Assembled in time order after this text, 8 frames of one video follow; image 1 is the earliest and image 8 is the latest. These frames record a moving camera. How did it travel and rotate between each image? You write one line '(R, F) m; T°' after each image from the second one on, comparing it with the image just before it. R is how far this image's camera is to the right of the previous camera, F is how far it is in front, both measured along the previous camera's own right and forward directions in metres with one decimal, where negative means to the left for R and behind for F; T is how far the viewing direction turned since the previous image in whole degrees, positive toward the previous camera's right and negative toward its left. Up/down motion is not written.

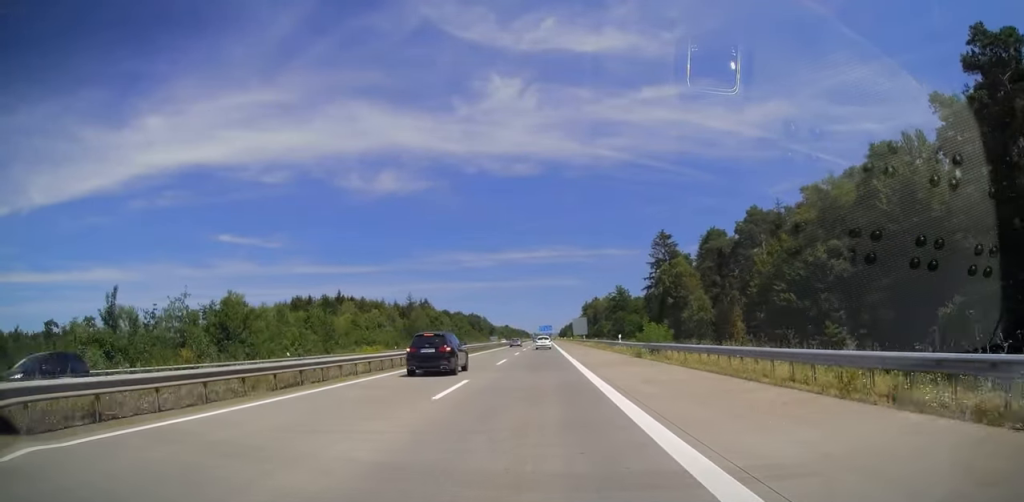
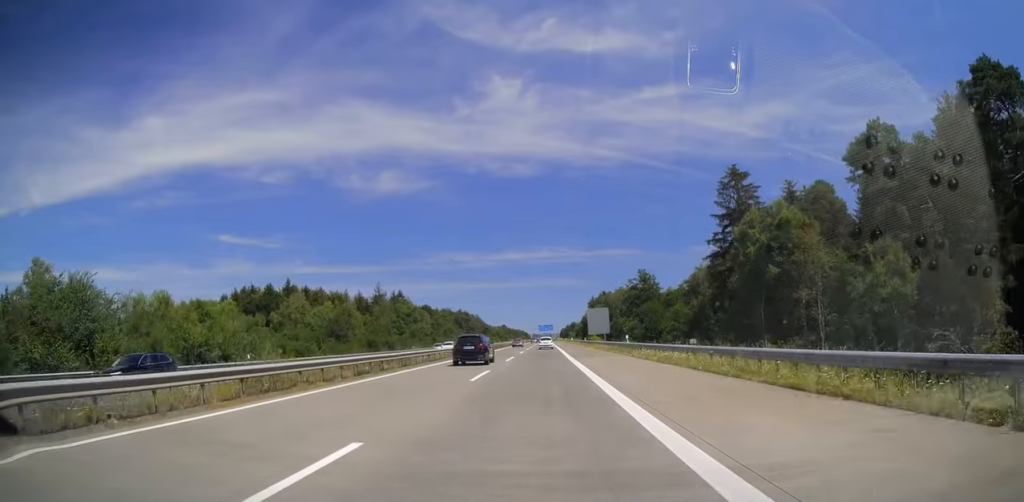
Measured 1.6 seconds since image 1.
(0.0, +48.1) m; -1°
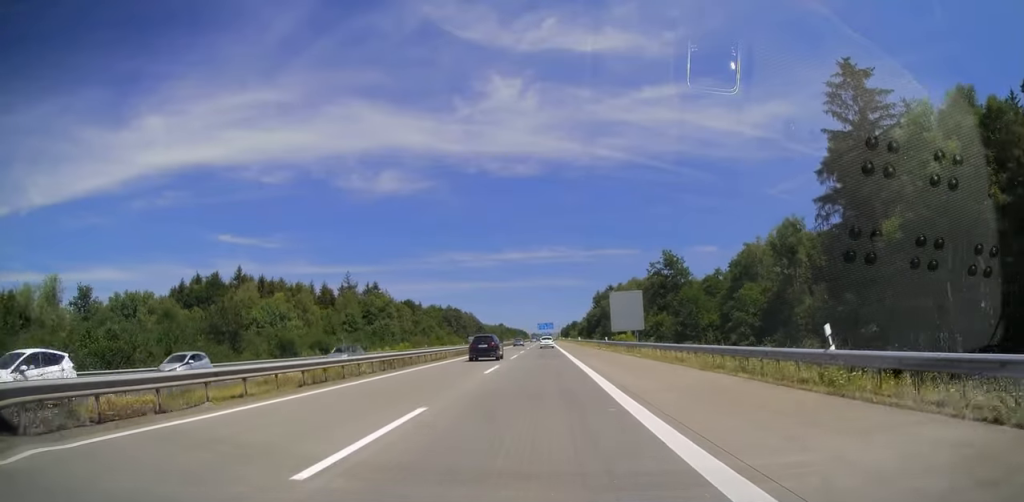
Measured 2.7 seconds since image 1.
(-0.3, +32.1) m; 0°
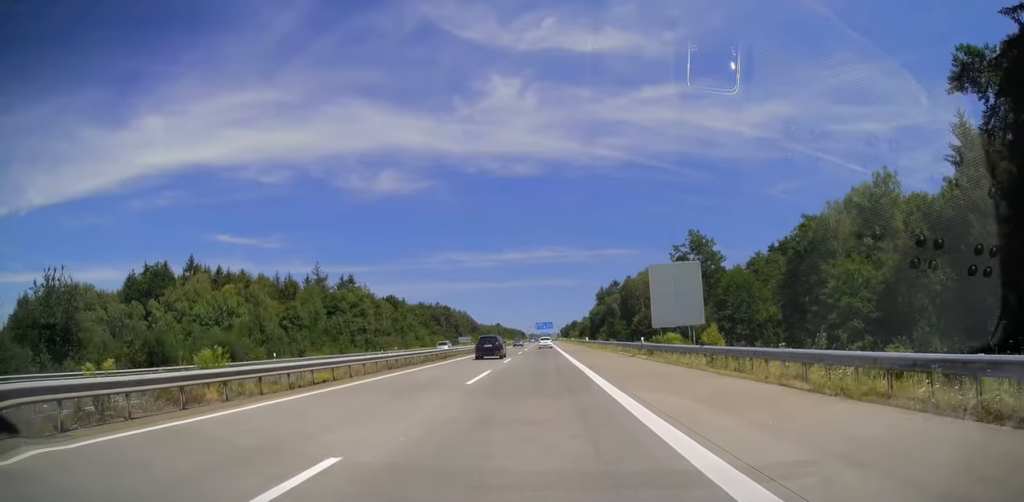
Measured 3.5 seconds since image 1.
(+0.3, +23.2) m; +1°
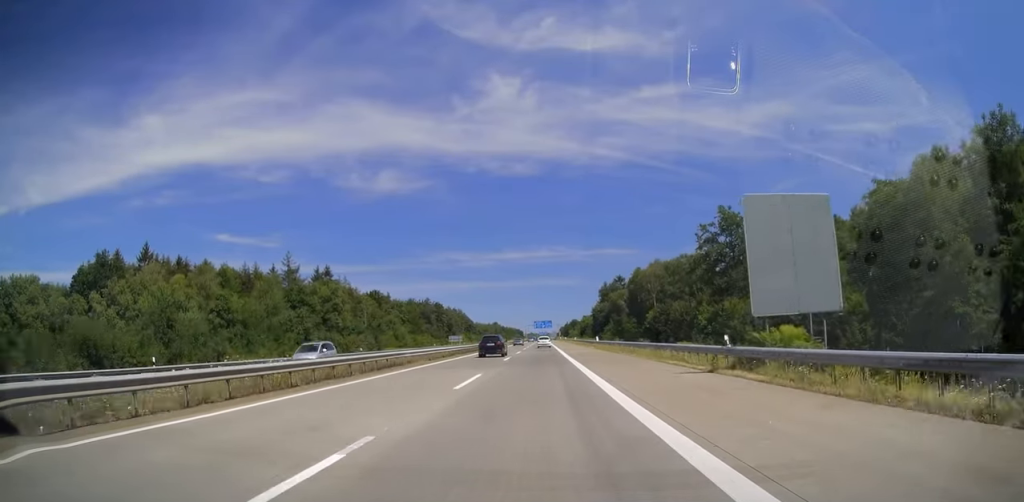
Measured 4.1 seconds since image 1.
(0.0, +17.7) m; 0°
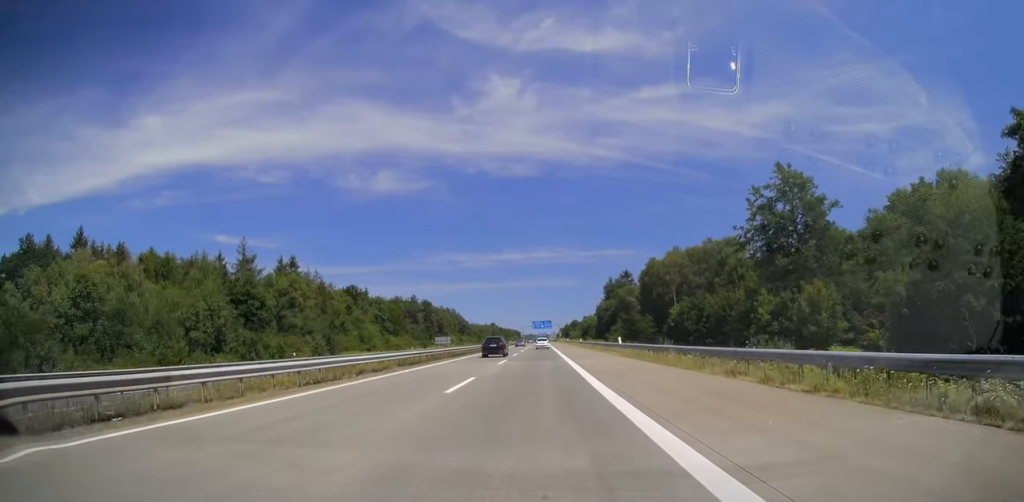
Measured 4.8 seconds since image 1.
(0.0, +21.2) m; 0°
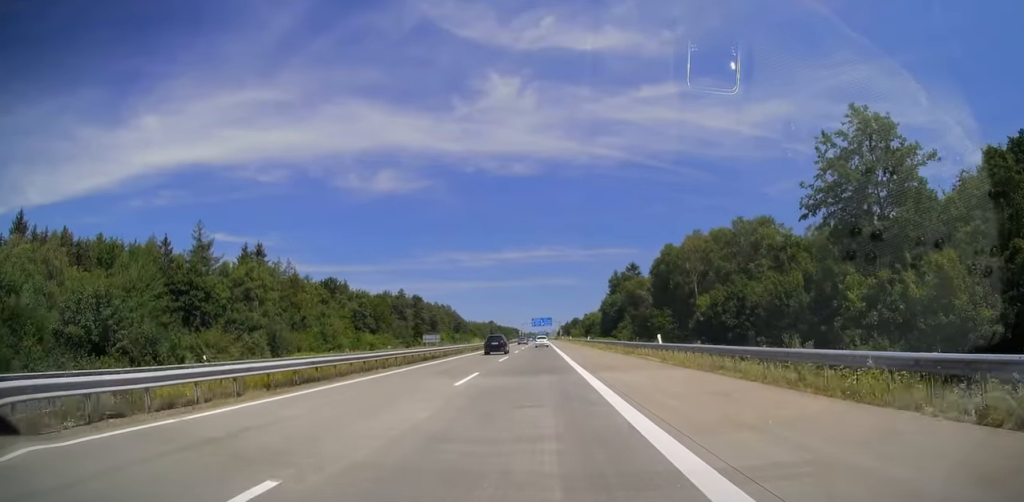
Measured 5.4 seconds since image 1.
(0.0, +16.3) m; 0°
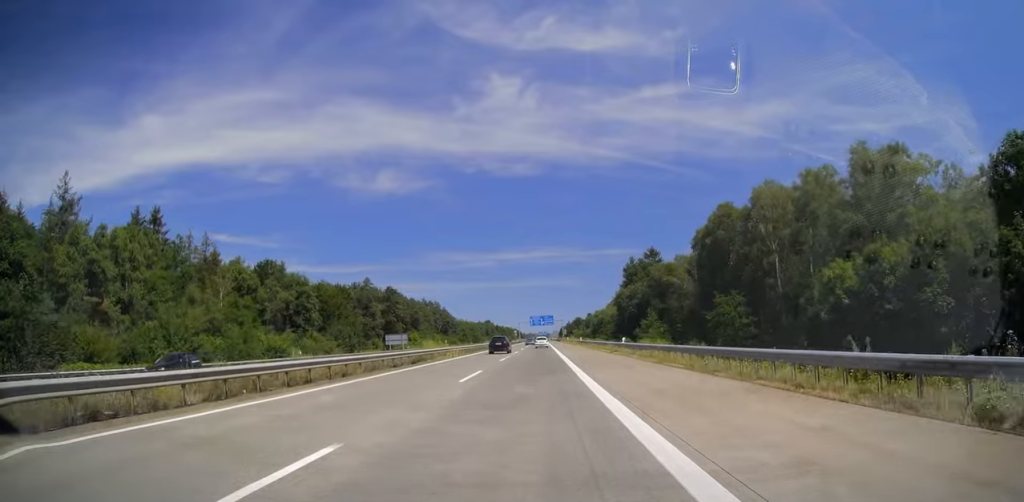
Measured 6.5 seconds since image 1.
(0.0, +34.5) m; 0°
